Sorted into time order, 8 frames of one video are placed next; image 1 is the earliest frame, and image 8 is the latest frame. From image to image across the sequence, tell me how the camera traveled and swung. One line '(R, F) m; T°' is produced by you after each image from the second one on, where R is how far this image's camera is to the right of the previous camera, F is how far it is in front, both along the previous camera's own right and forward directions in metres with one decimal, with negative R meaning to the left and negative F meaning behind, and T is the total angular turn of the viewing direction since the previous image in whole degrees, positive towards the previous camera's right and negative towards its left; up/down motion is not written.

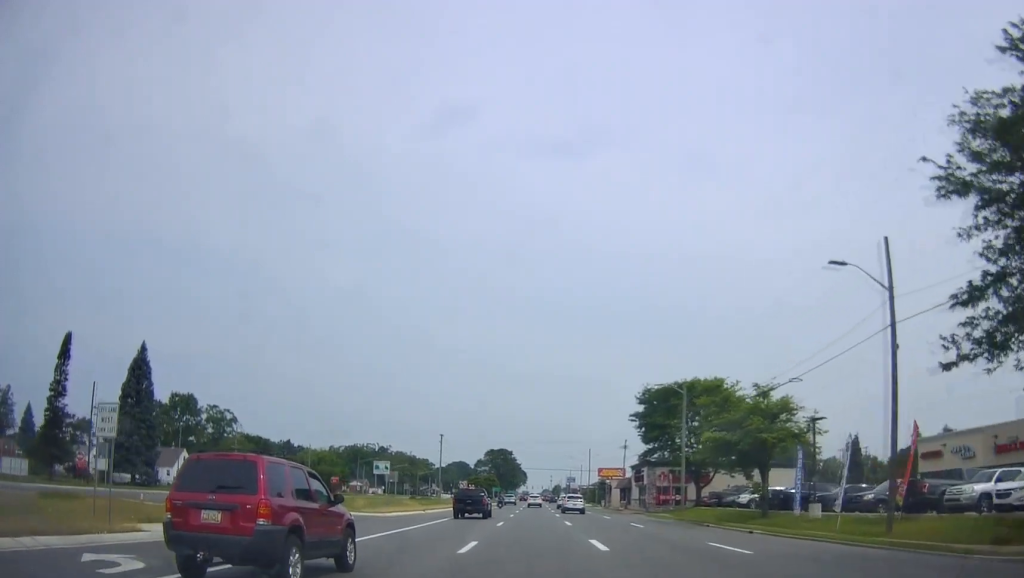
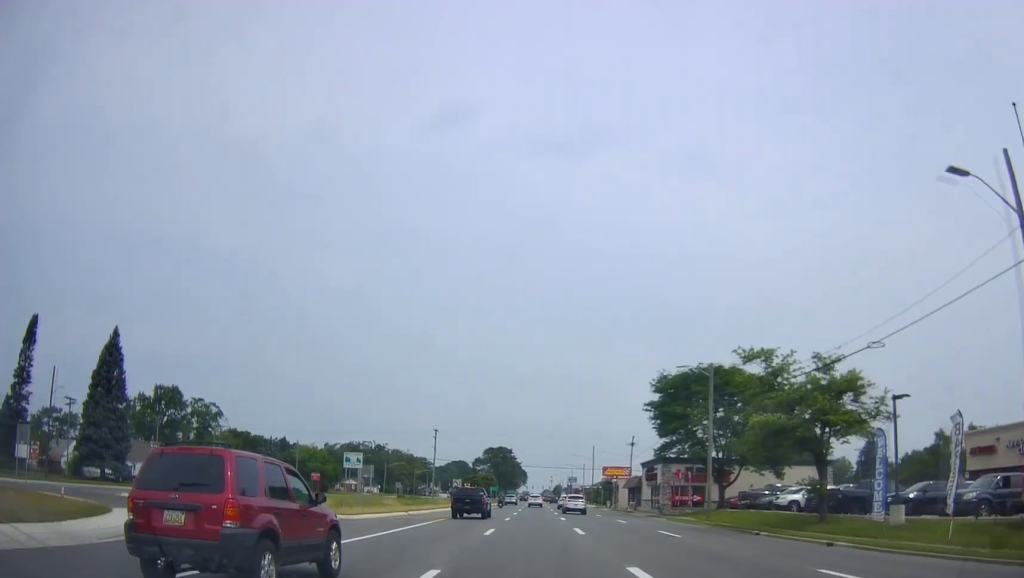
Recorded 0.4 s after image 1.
(+0.2, +8.3) m; +1°
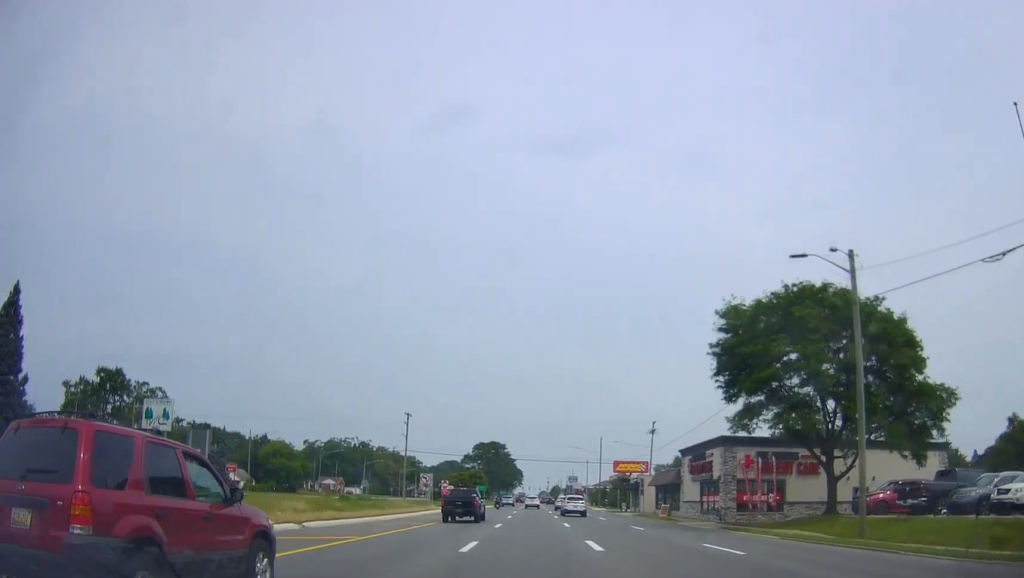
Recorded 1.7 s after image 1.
(+0.2, +23.3) m; +1°
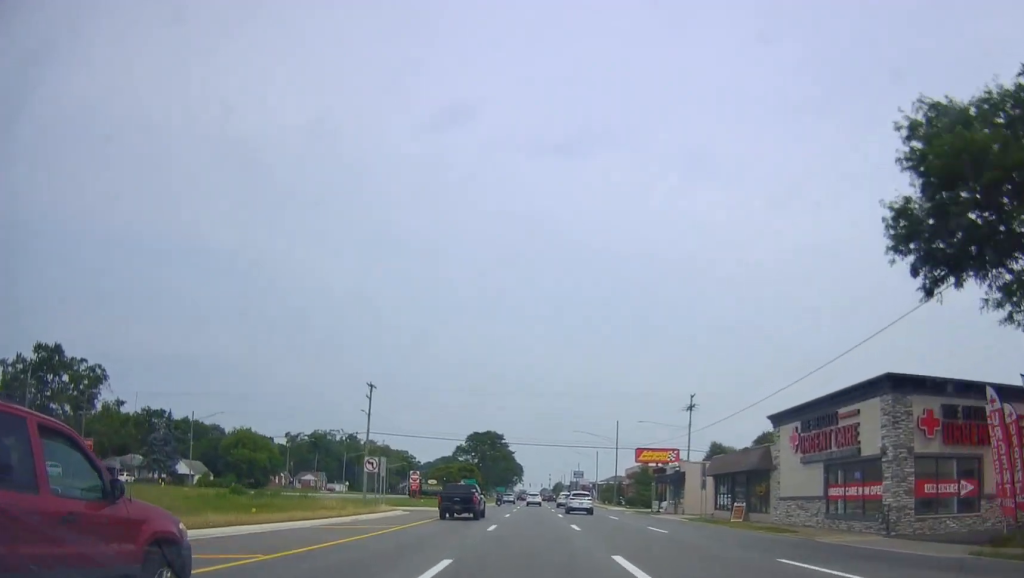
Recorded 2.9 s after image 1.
(0.0, +22.3) m; 0°
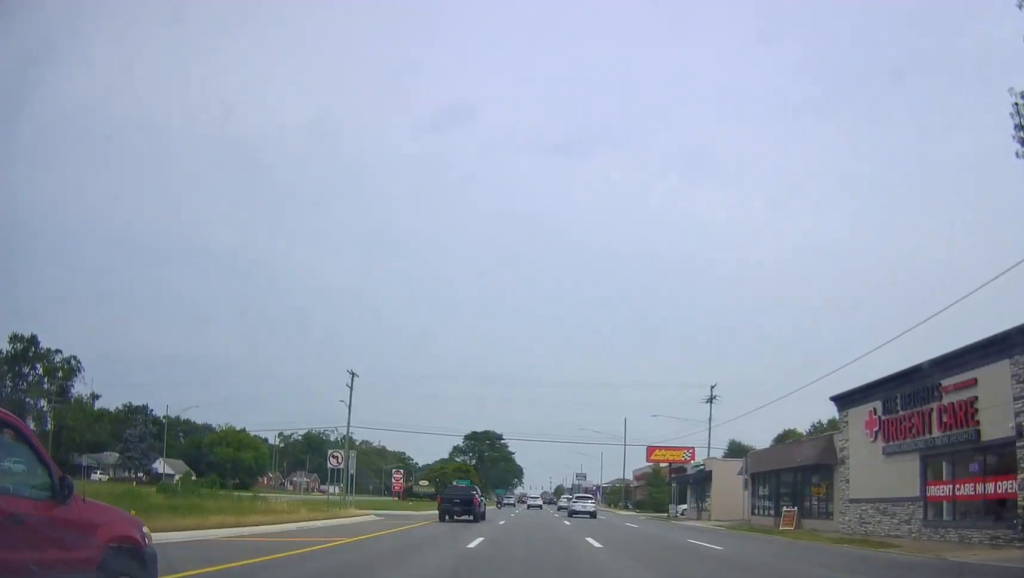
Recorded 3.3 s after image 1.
(+0.1, +7.9) m; -1°
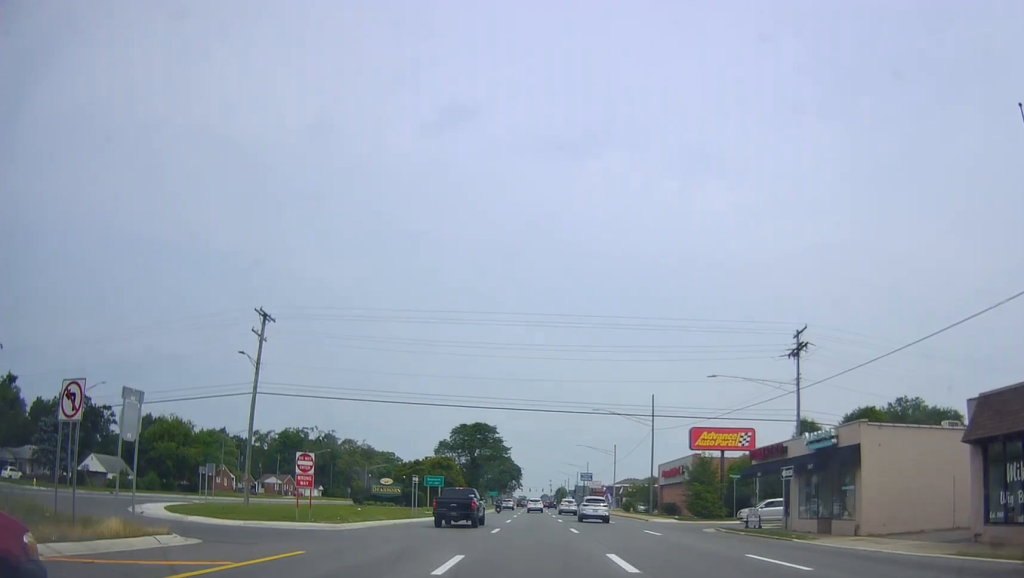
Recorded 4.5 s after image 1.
(-0.6, +21.6) m; -1°
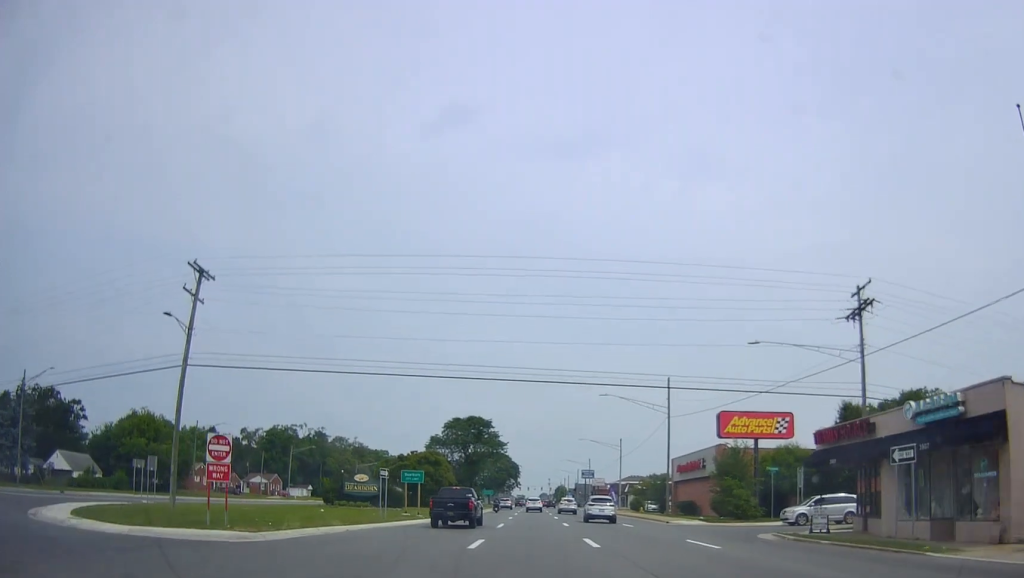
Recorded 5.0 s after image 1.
(+0.1, +9.0) m; +1°
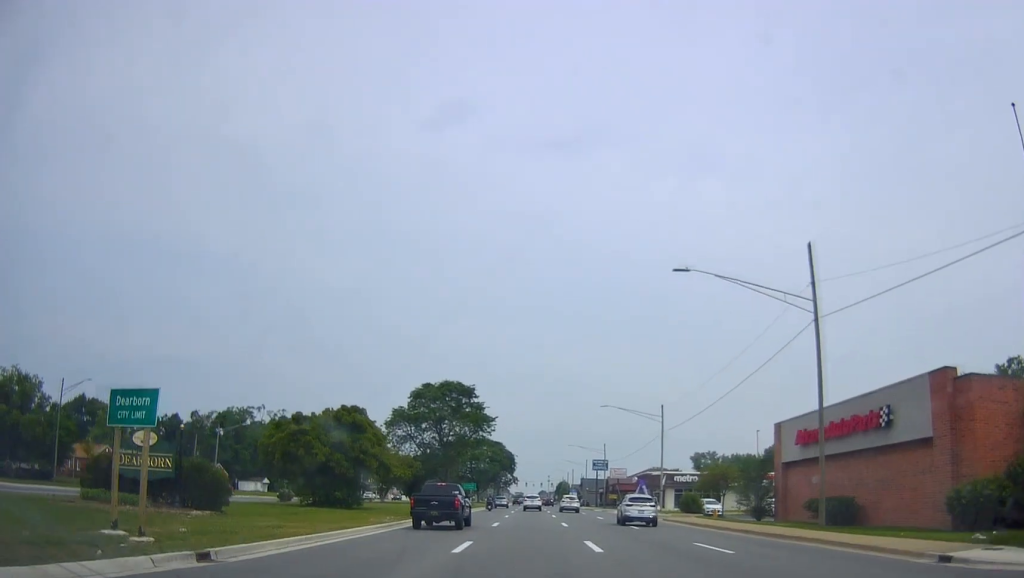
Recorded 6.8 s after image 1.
(+1.0, +32.9) m; +2°
